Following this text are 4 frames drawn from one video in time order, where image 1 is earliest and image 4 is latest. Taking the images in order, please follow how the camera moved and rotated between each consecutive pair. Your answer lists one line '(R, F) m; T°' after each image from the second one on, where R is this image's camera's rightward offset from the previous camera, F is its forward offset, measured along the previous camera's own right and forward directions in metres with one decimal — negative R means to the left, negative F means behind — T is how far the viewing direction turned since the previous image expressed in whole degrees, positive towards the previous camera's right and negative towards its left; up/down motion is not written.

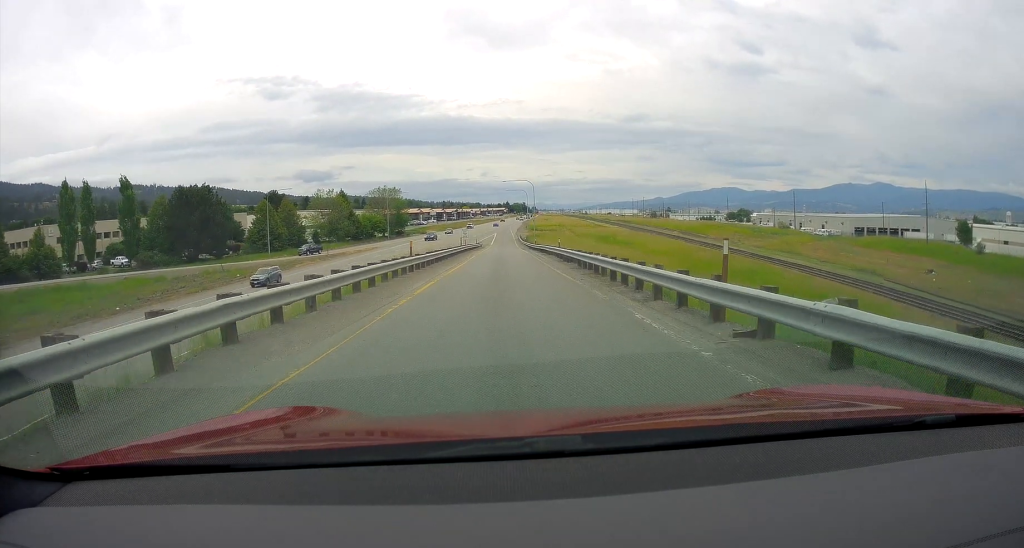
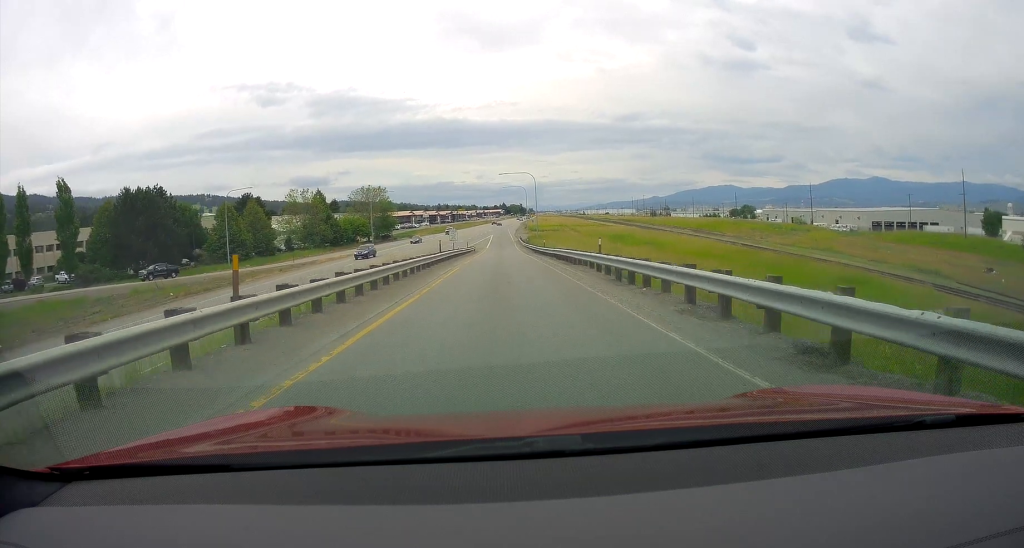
(+0.5, +17.7) m; 0°
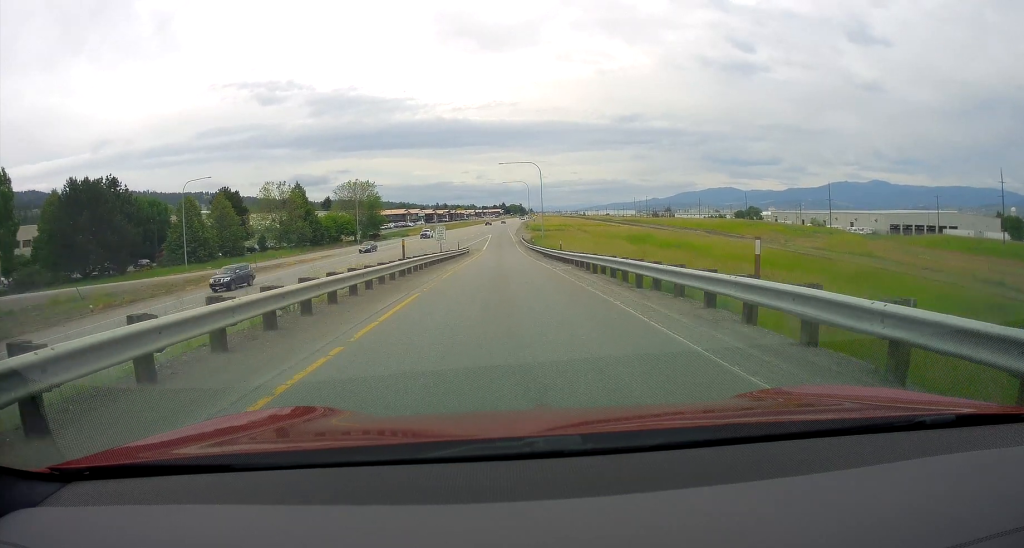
(-0.5, +14.5) m; -2°
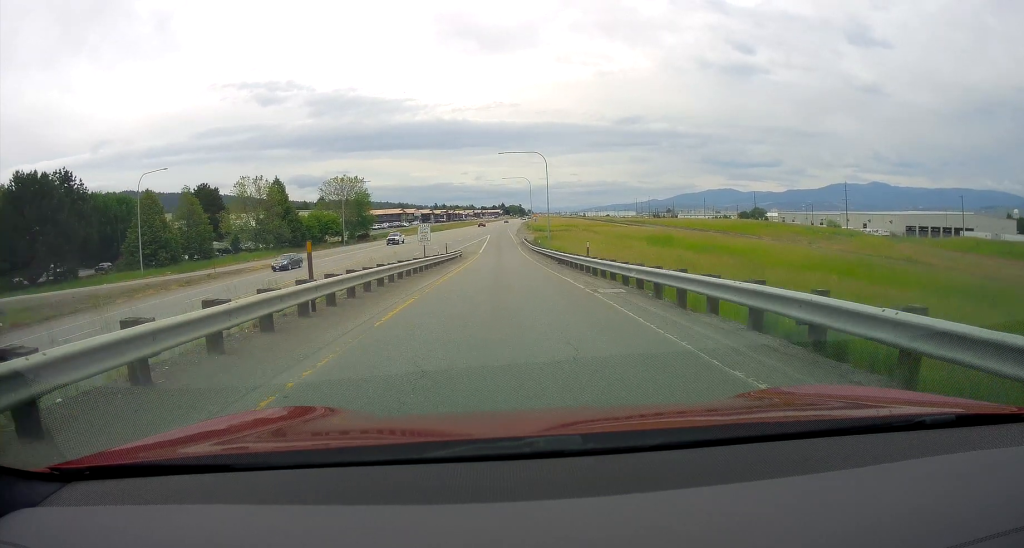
(0.0, +11.7) m; +1°
